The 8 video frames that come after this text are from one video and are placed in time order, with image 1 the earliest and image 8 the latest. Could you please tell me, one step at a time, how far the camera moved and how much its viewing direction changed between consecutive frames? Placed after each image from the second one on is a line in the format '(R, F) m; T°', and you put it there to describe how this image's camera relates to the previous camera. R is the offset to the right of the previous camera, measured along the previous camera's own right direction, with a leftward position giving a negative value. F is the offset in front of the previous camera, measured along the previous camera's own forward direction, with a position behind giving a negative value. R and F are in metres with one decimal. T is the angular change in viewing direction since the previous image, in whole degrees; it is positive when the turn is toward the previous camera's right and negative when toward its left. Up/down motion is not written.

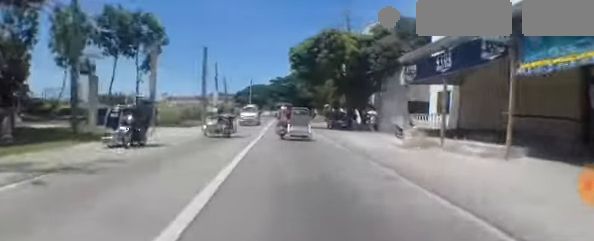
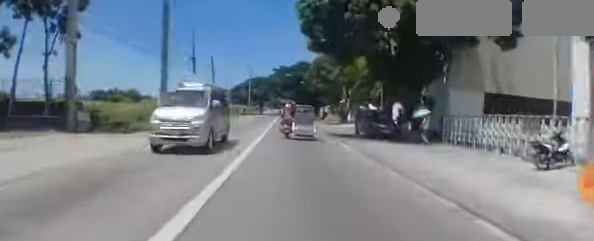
(0.0, +10.1) m; 0°
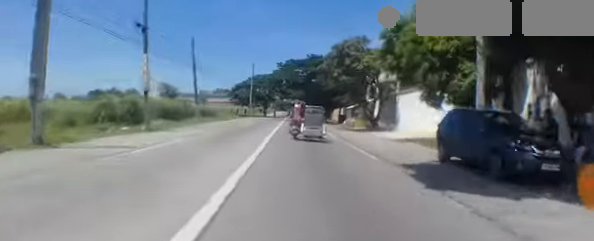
(0.0, +11.0) m; 0°
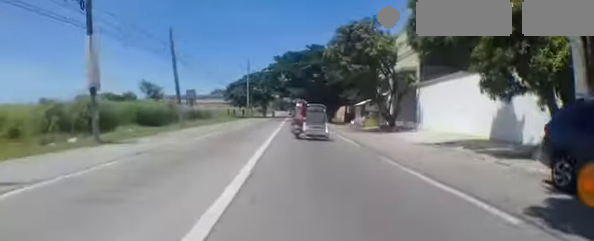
(0.0, +4.5) m; 0°
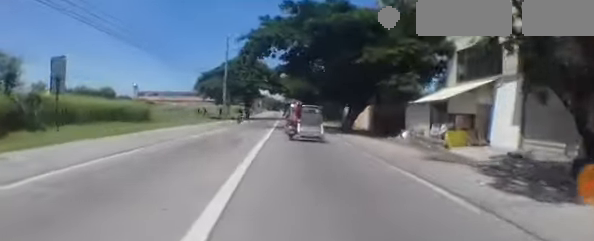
(0.0, +17.8) m; 0°
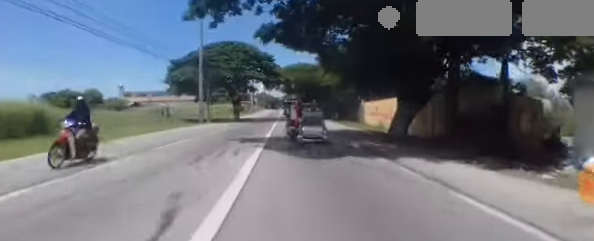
(0.0, +12.1) m; 0°
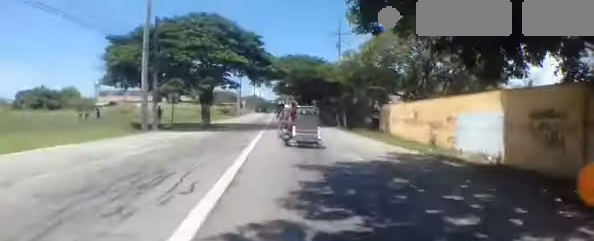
(0.0, +11.4) m; -1°
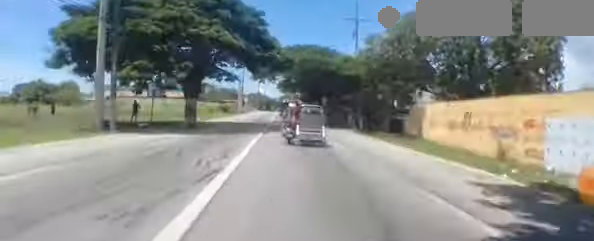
(-0.2, +5.5) m; 0°
